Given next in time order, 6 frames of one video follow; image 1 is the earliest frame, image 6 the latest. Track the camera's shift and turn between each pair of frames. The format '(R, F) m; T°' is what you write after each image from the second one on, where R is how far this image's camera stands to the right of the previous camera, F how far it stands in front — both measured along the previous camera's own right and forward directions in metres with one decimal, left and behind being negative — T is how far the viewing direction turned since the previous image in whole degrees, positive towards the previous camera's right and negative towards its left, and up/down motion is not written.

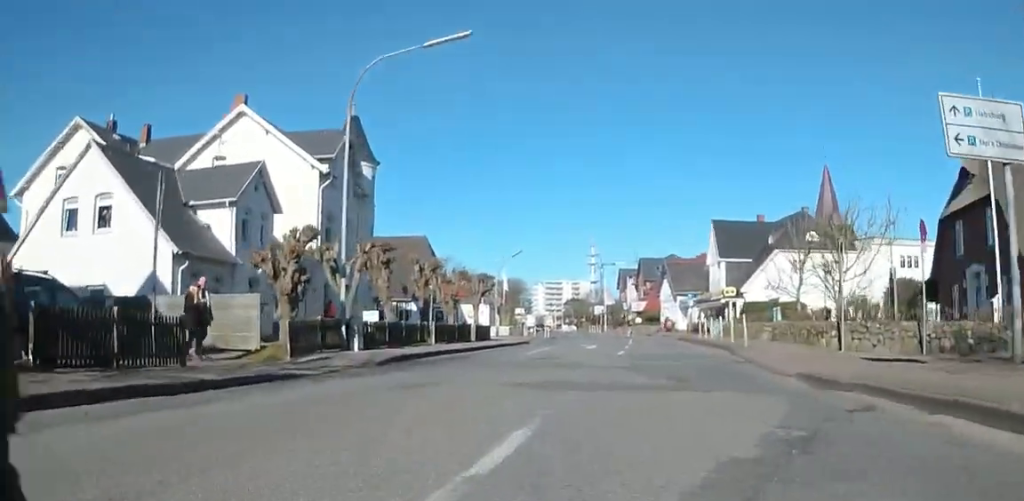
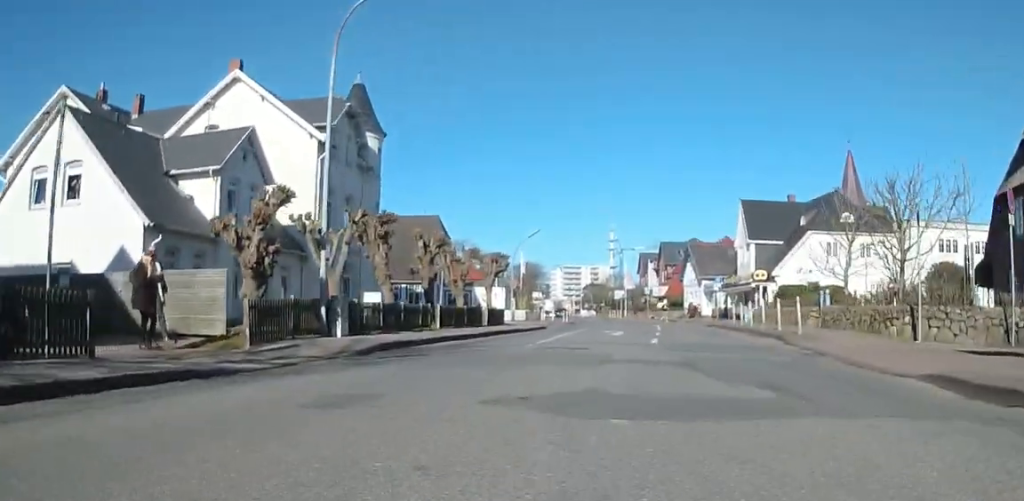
(-0.1, +3.5) m; -4°
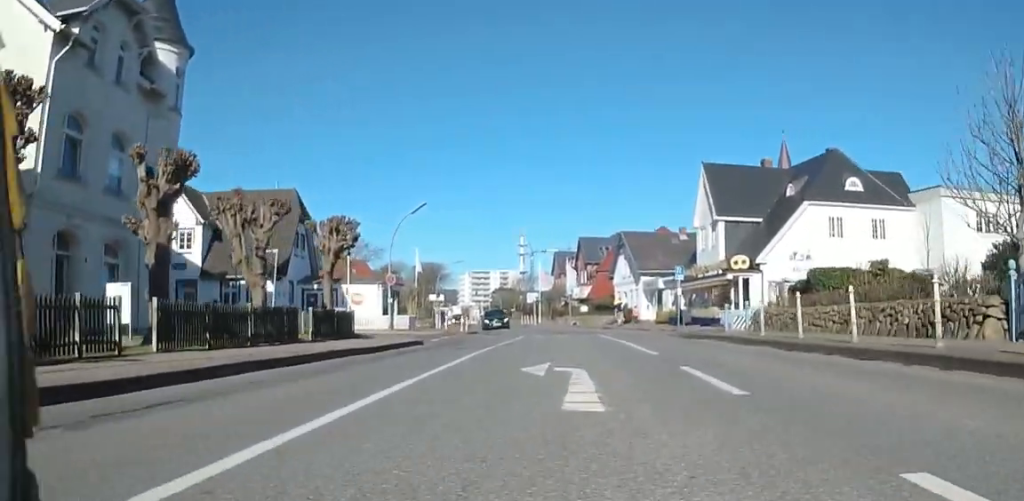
(-1.2, +15.9) m; -13°
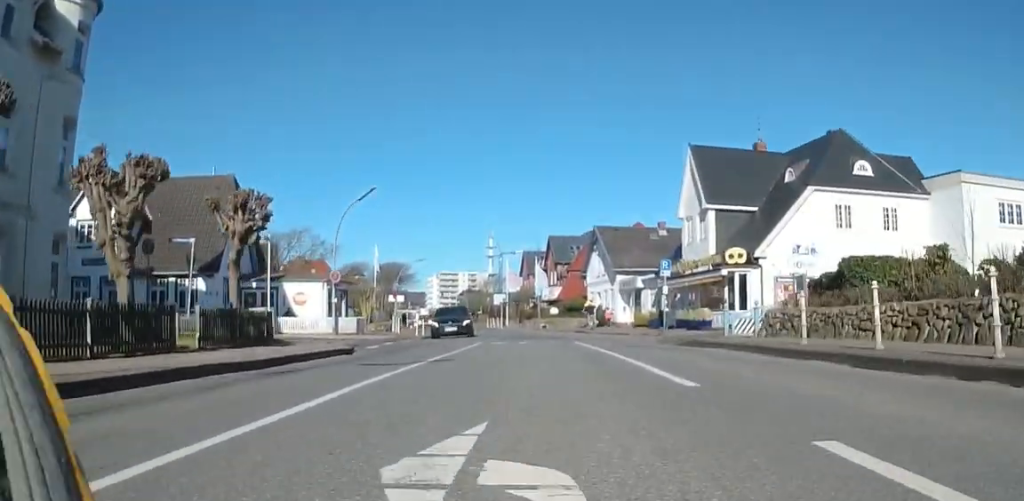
(-1.0, +5.2) m; -7°
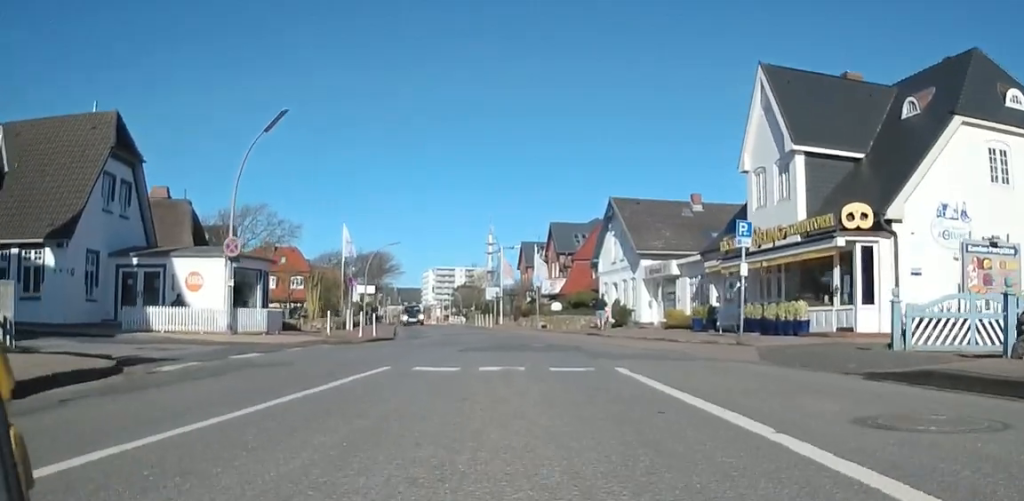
(+0.8, +13.6) m; +6°
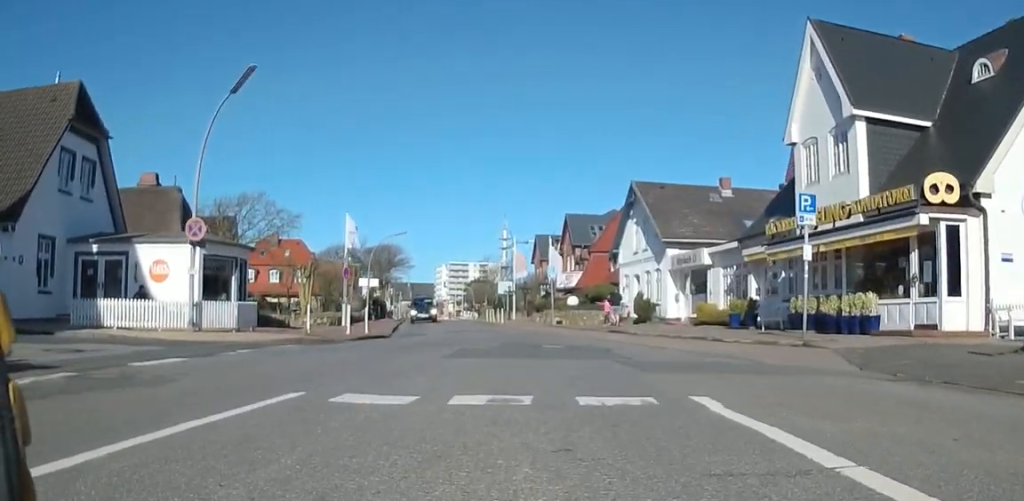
(0.0, +5.2) m; 0°
